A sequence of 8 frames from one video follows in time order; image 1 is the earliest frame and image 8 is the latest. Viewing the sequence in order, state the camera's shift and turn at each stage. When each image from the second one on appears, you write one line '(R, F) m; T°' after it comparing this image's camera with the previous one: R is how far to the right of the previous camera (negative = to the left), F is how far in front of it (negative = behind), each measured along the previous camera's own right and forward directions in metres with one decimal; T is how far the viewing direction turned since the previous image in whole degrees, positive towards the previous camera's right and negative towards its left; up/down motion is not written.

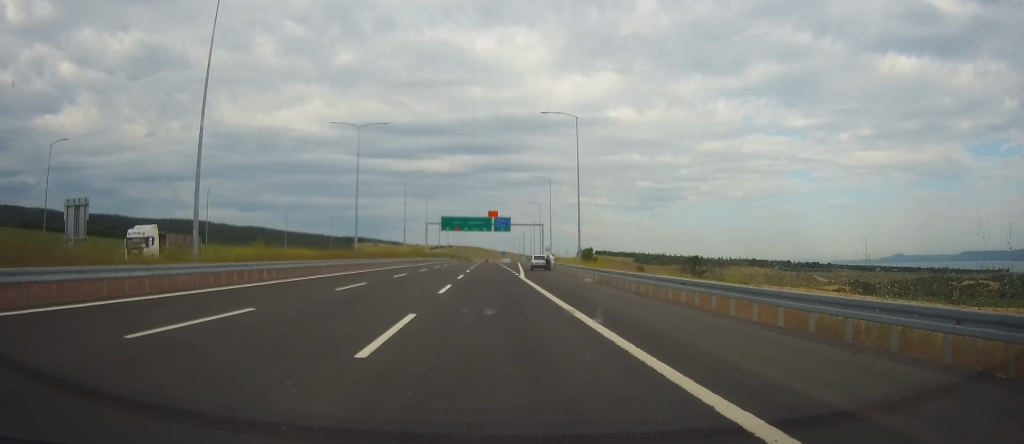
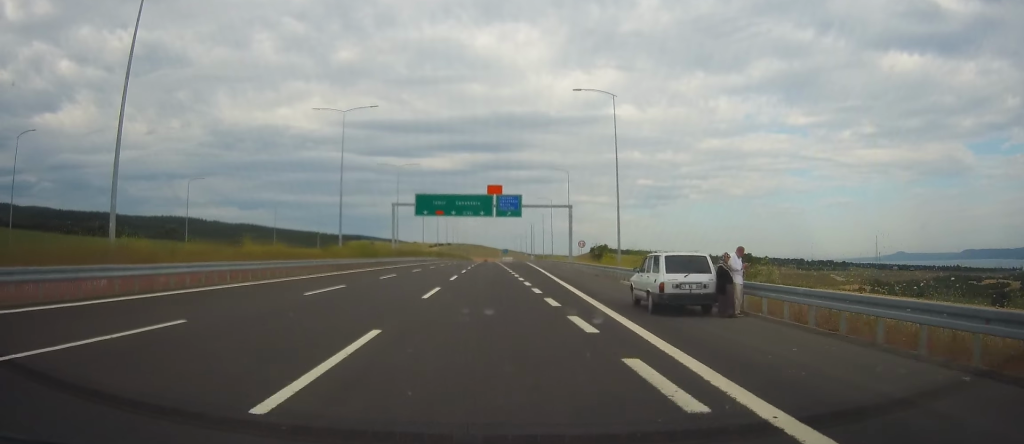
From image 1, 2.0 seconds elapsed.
(+0.6, +48.8) m; +1°
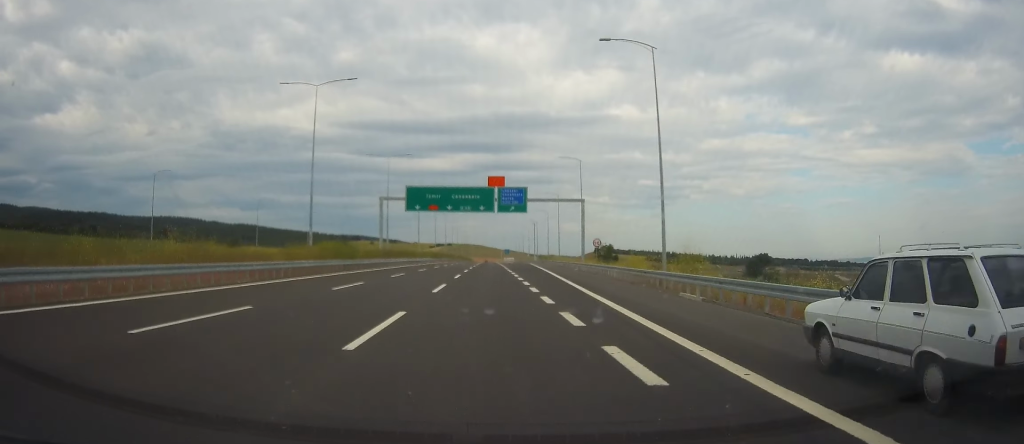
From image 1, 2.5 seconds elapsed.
(-0.1, +12.7) m; 0°
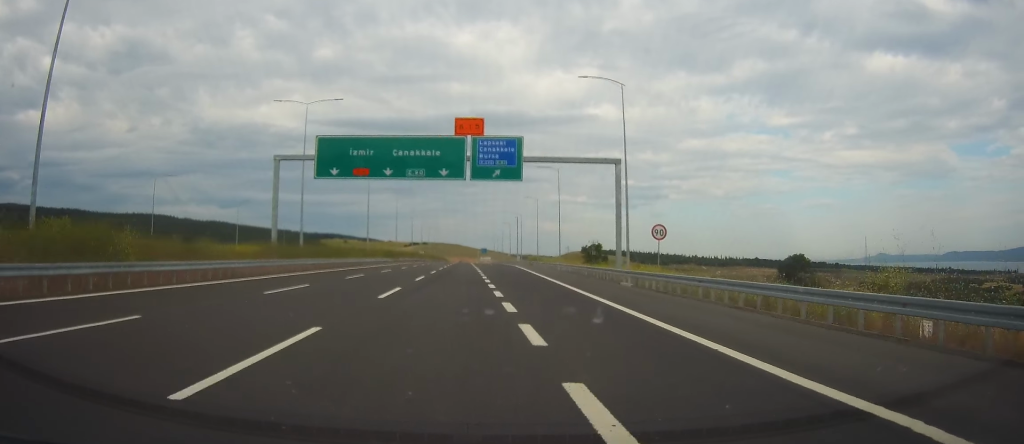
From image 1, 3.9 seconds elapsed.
(-0.2, +33.8) m; 0°
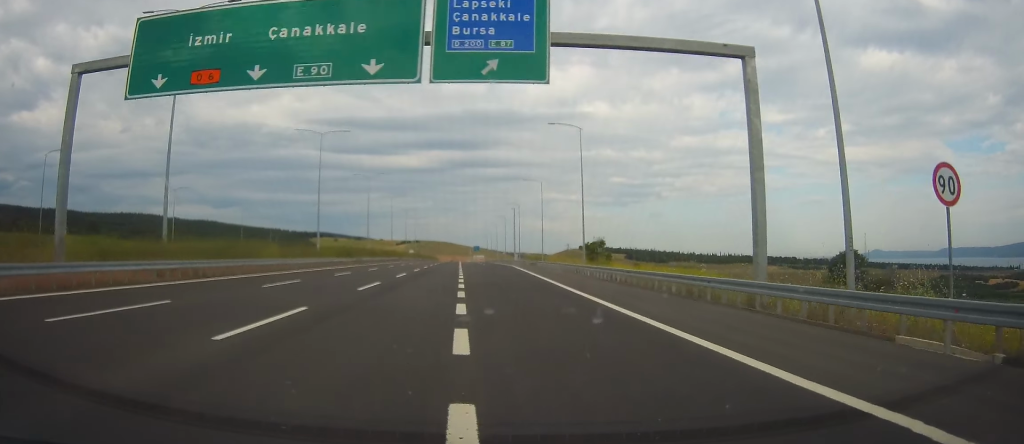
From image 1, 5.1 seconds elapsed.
(+0.4, +26.7) m; +1°
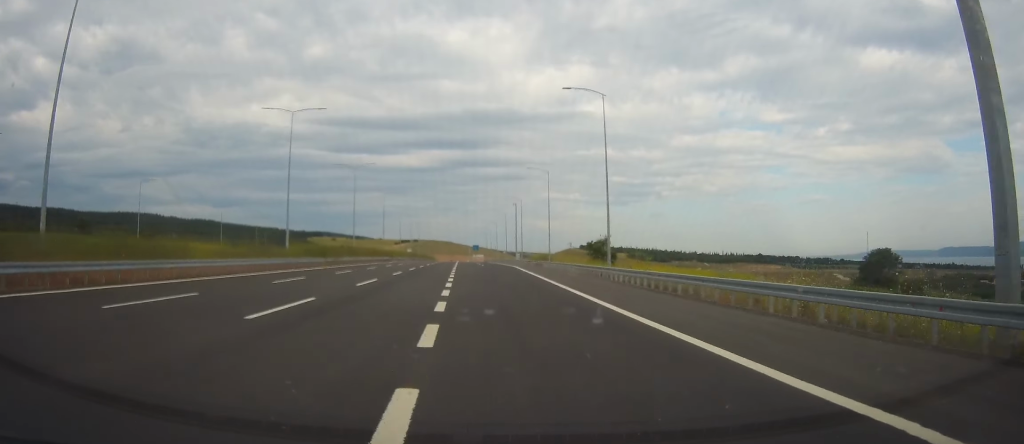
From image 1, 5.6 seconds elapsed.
(0.0, +11.7) m; 0°
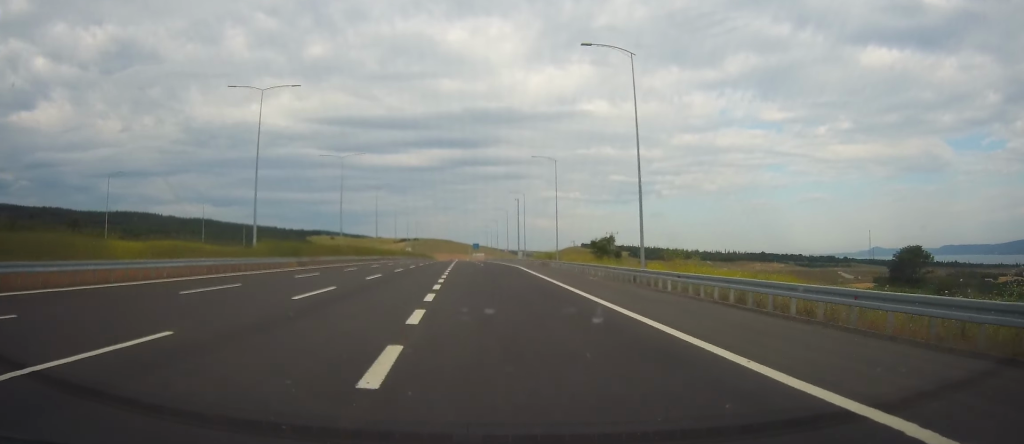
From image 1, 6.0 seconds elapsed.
(-0.1, +9.7) m; 0°
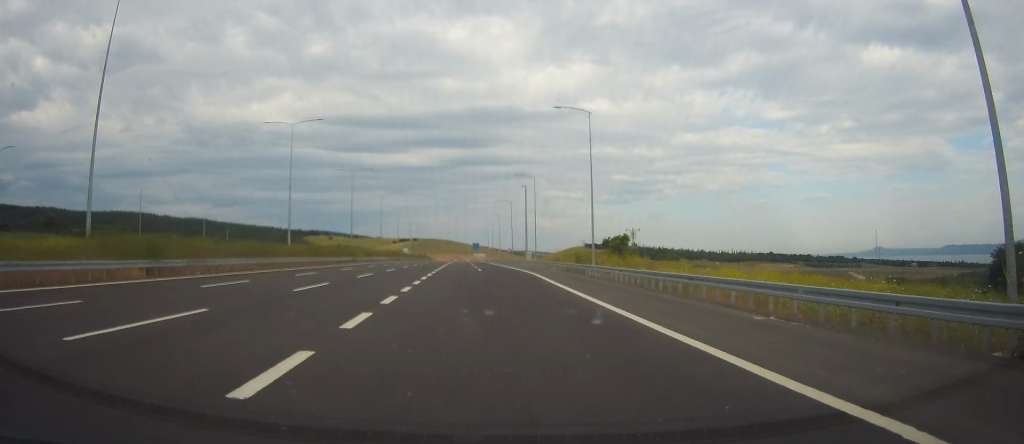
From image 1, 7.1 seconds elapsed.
(+0.4, +26.0) m; +1°
